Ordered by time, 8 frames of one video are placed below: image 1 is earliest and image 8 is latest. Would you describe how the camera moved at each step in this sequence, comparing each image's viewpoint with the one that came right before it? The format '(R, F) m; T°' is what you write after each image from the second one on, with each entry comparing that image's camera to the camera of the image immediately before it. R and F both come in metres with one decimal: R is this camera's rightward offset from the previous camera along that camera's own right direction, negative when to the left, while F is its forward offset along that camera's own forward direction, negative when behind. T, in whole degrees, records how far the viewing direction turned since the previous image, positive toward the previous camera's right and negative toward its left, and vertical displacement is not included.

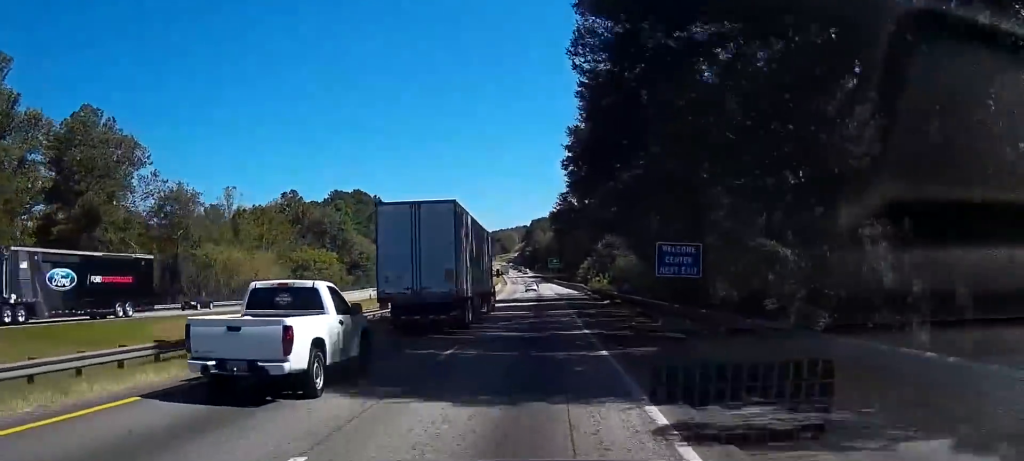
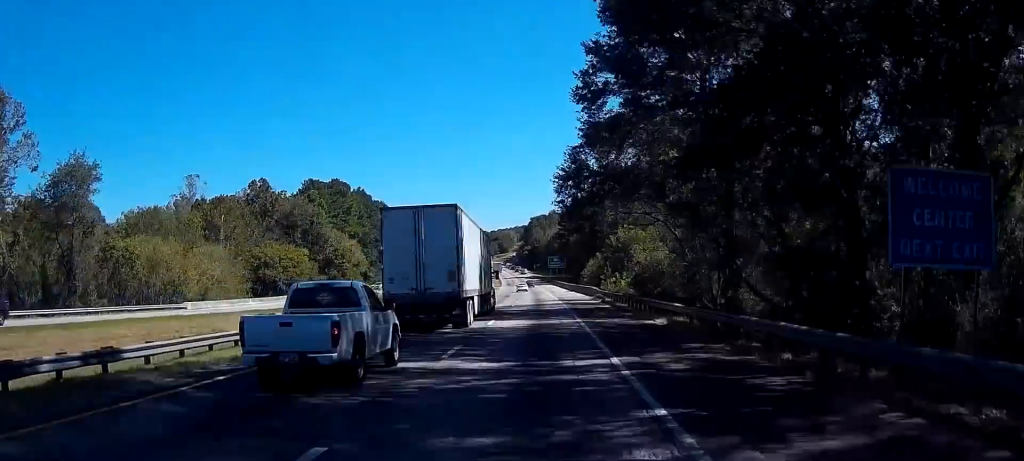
(-0.2, +23.7) m; 0°
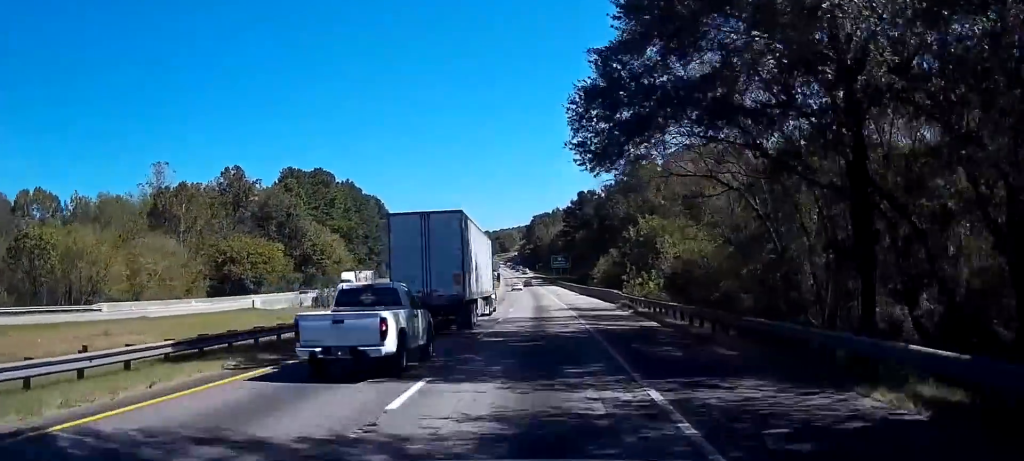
(+0.1, +18.8) m; +1°
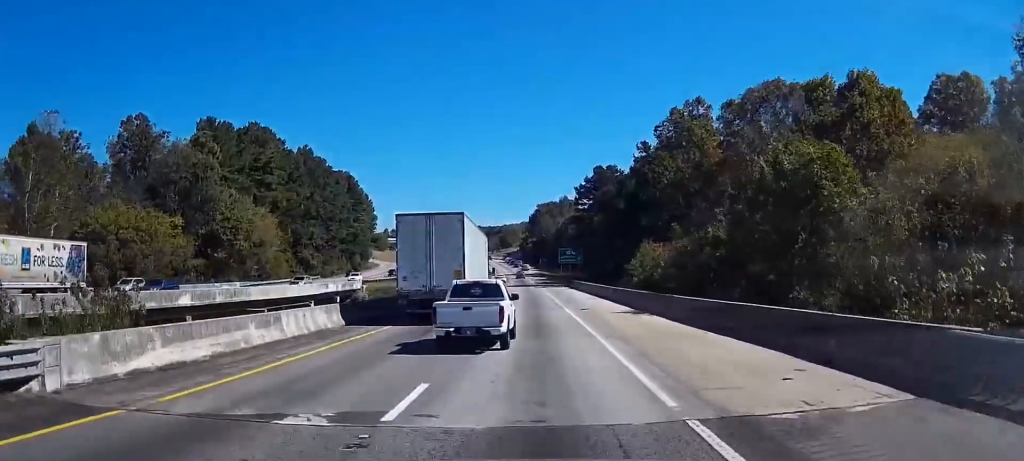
(+0.3, +46.5) m; -1°
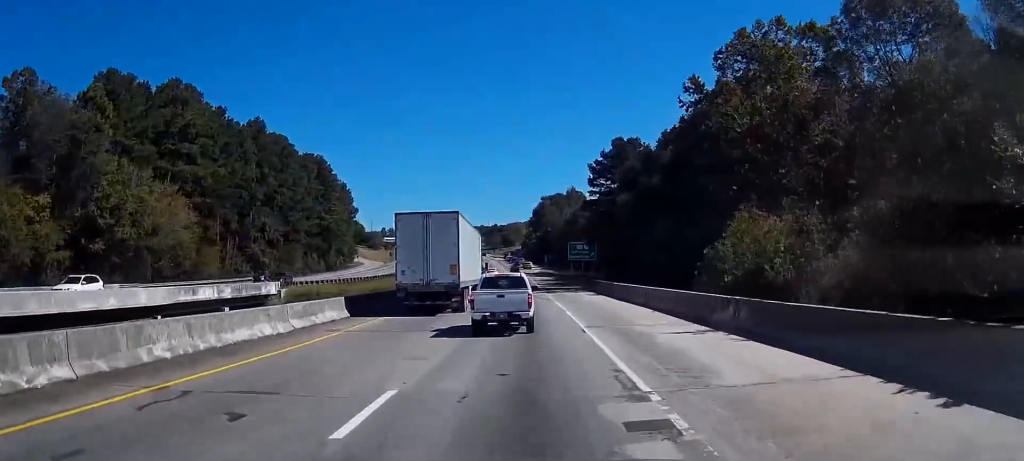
(-0.8, +34.9) m; -2°
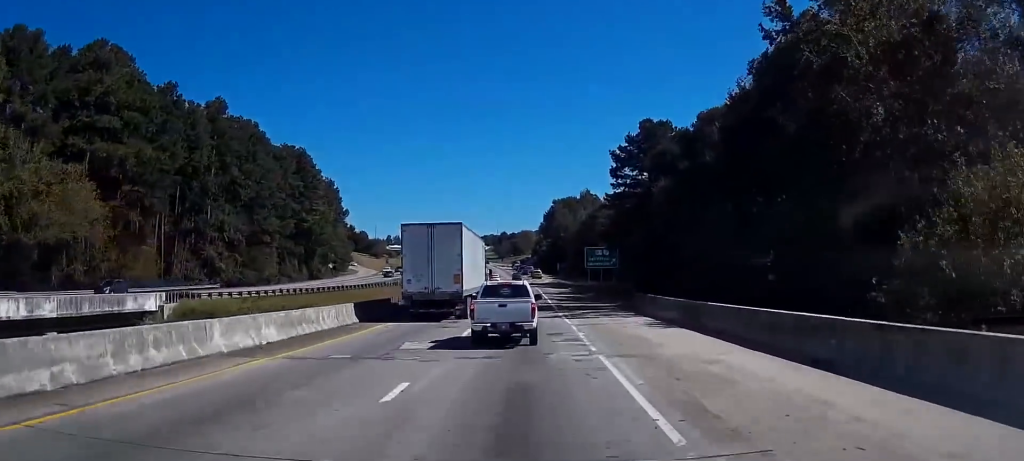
(-0.1, +24.7) m; -1°
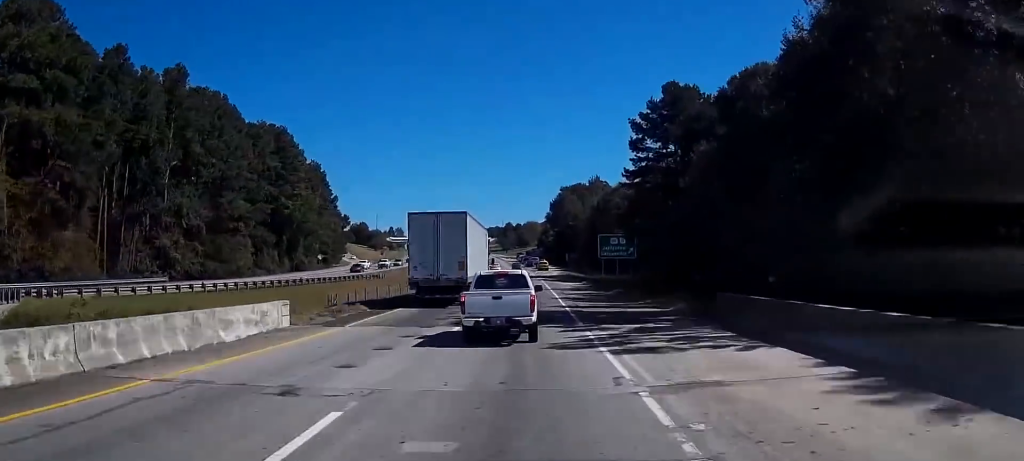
(-0.1, +17.7) m; 0°
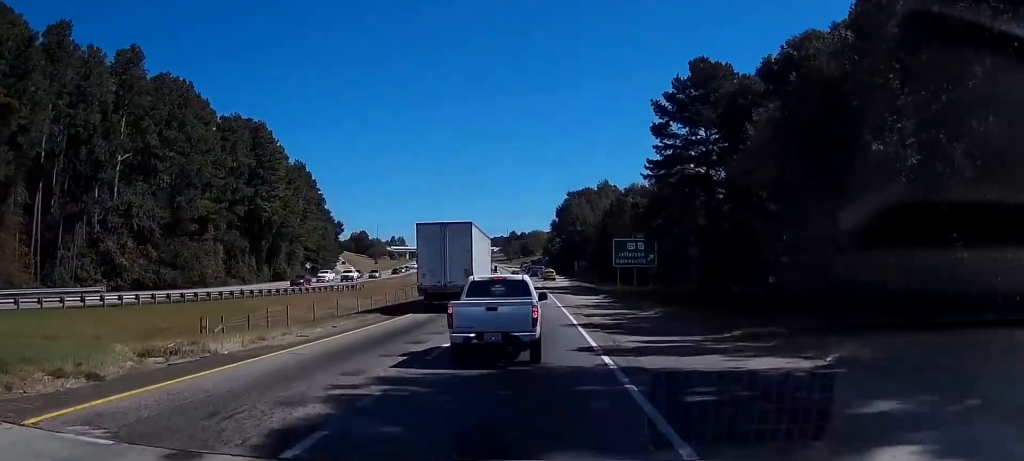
(-0.1, +16.3) m; 0°
